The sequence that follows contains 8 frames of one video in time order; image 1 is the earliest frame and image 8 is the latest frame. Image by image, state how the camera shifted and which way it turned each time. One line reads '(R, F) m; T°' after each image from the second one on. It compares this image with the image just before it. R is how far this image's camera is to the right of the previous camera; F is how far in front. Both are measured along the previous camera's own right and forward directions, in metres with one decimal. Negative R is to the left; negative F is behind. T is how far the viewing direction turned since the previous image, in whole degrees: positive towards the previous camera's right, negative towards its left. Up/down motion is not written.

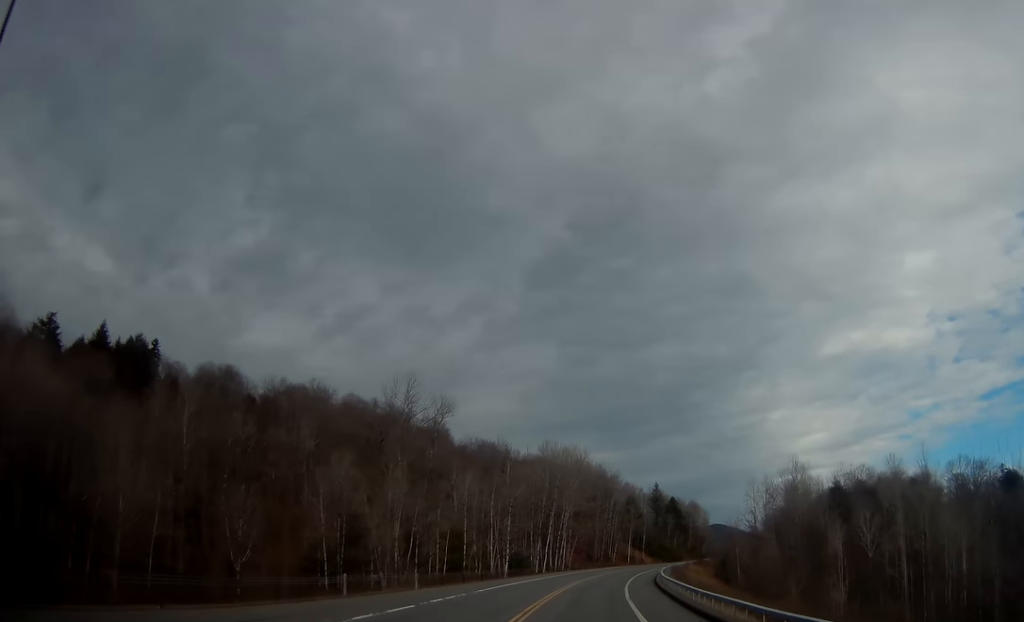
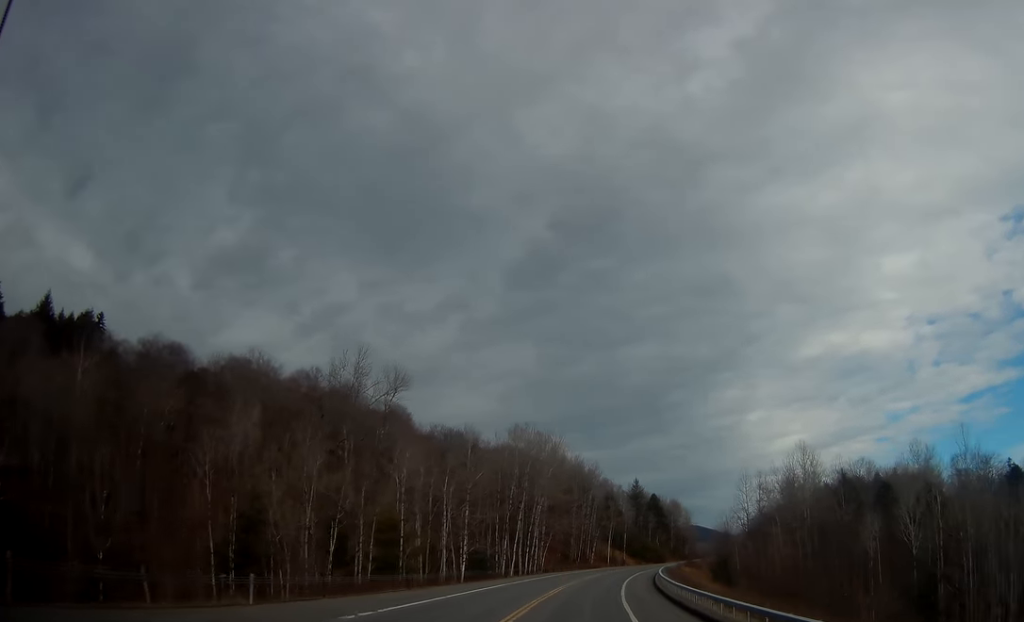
(+0.6, +15.5) m; +2°
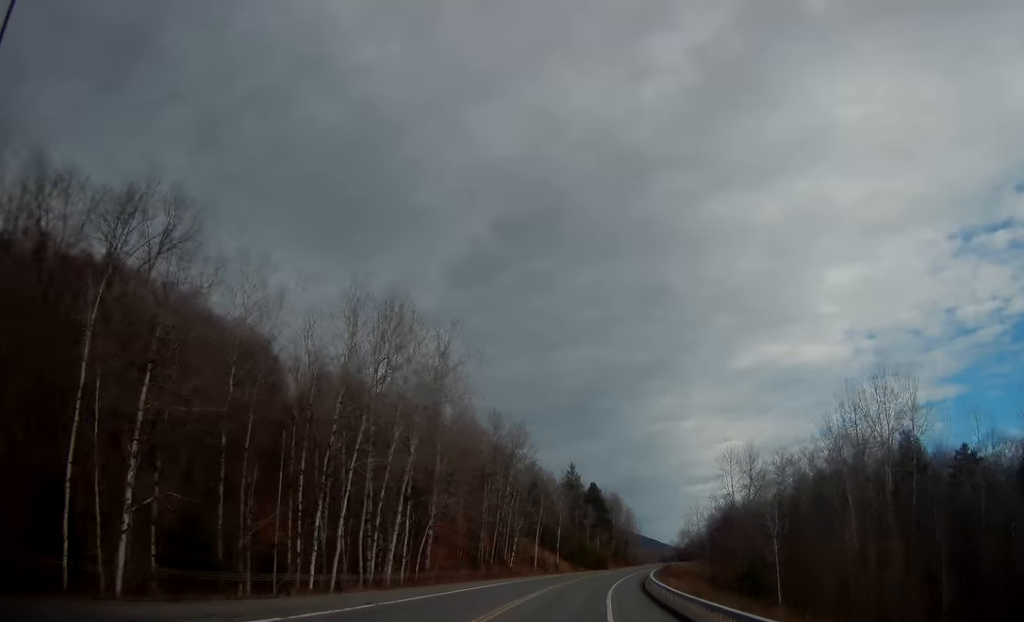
(+2.2, +45.2) m; +6°
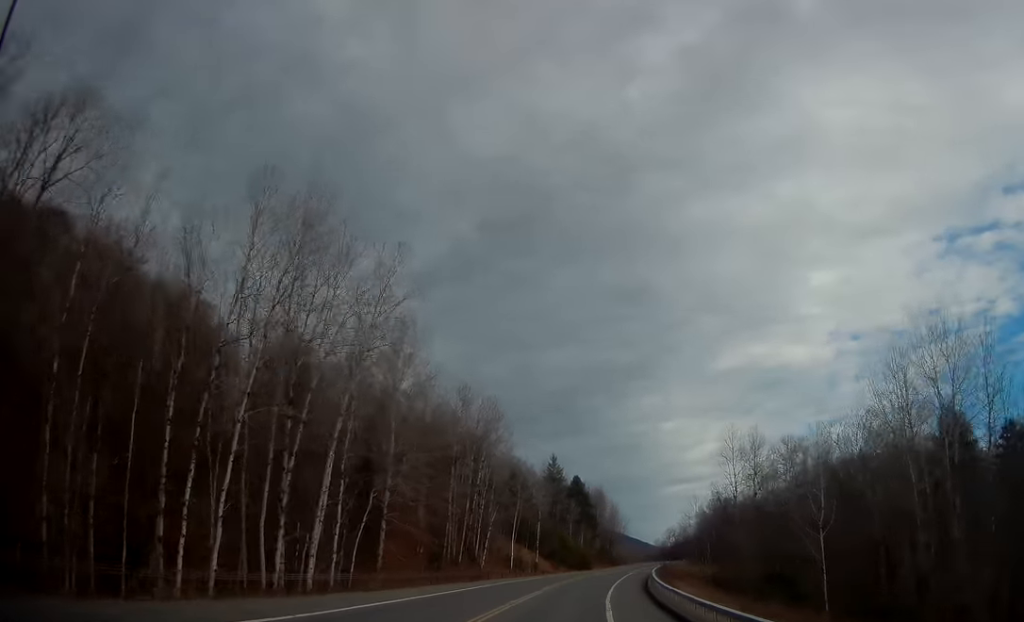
(0.0, +13.1) m; +2°
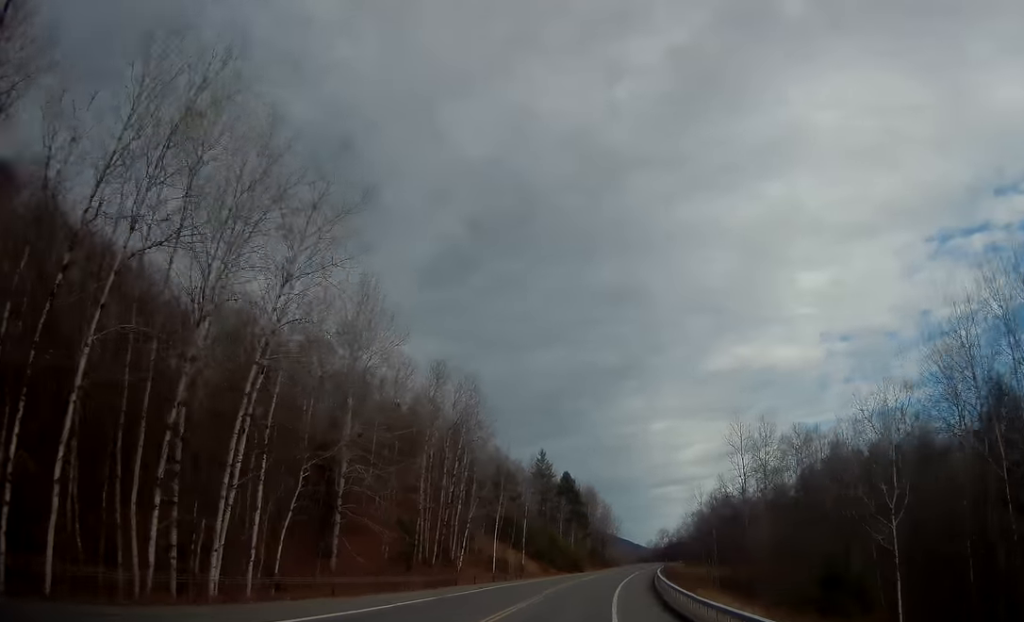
(+0.2, +10.5) m; +1°
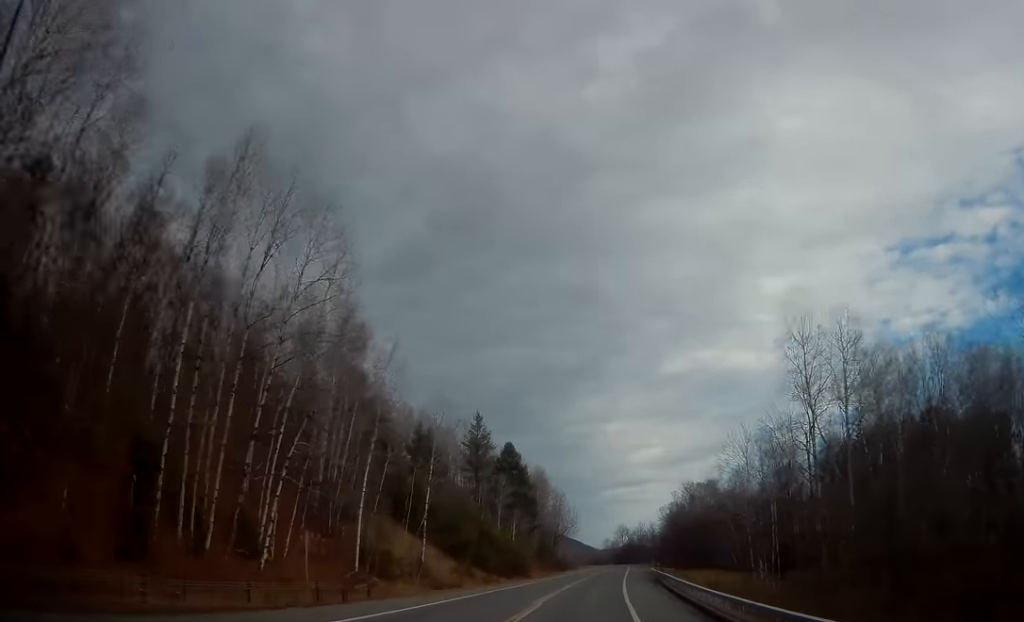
(+1.5, +39.3) m; +3°
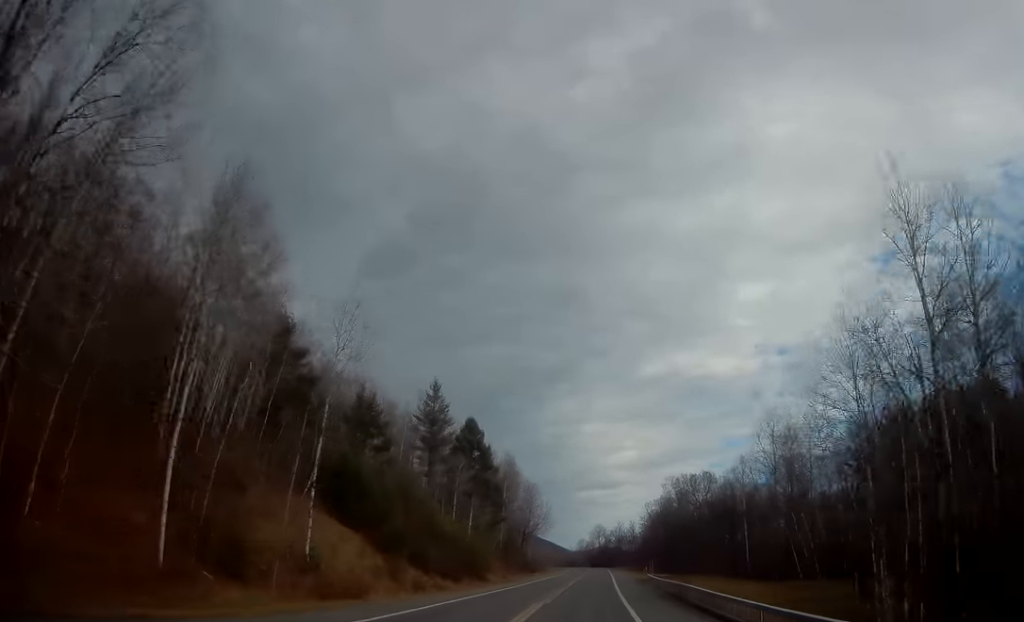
(+0.3, +20.9) m; +2°
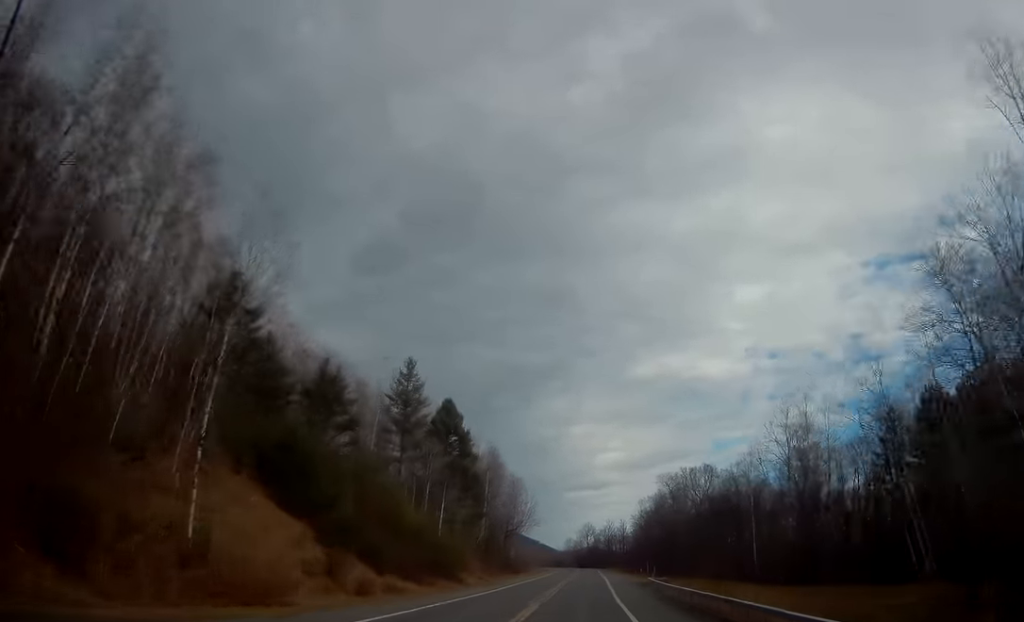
(-0.1, +11.3) m; +1°
